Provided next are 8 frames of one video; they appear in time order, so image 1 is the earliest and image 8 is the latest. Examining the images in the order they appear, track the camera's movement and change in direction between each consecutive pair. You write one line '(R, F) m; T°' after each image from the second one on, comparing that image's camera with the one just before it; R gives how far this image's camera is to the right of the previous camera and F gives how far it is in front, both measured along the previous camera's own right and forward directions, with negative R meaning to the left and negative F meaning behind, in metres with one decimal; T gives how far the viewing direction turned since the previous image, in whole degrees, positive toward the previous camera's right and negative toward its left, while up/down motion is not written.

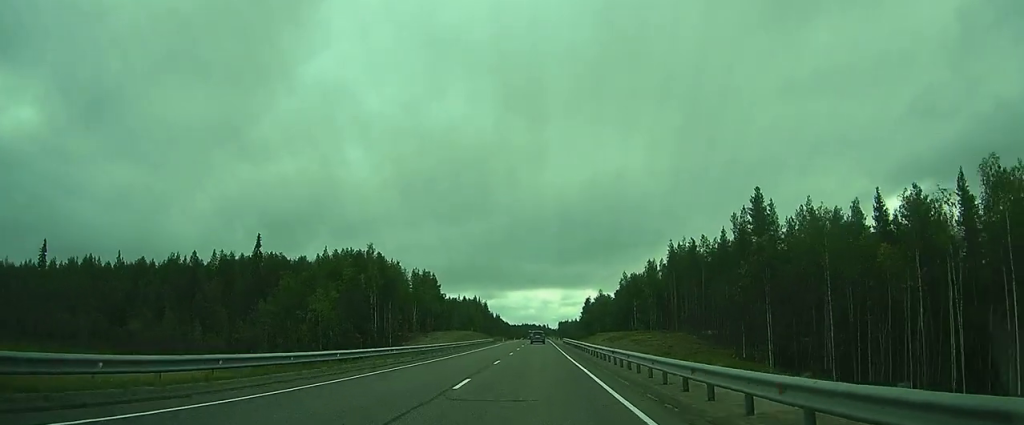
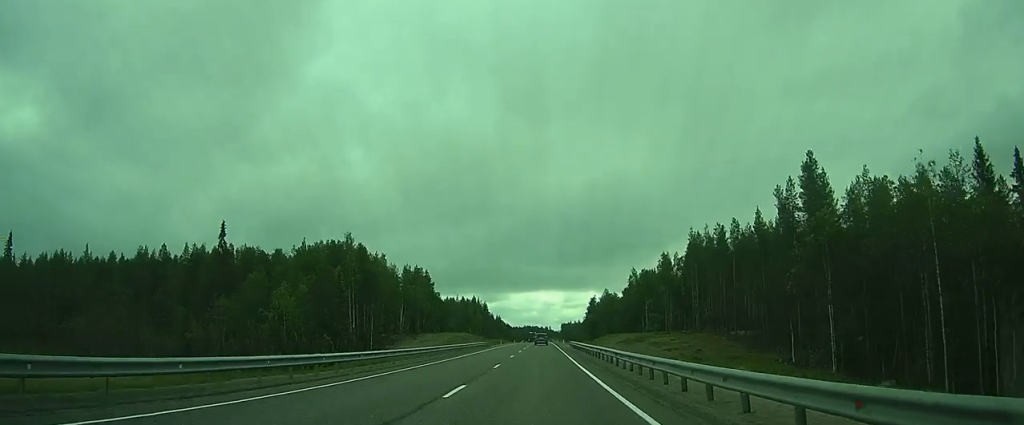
(0.0, +17.1) m; 0°
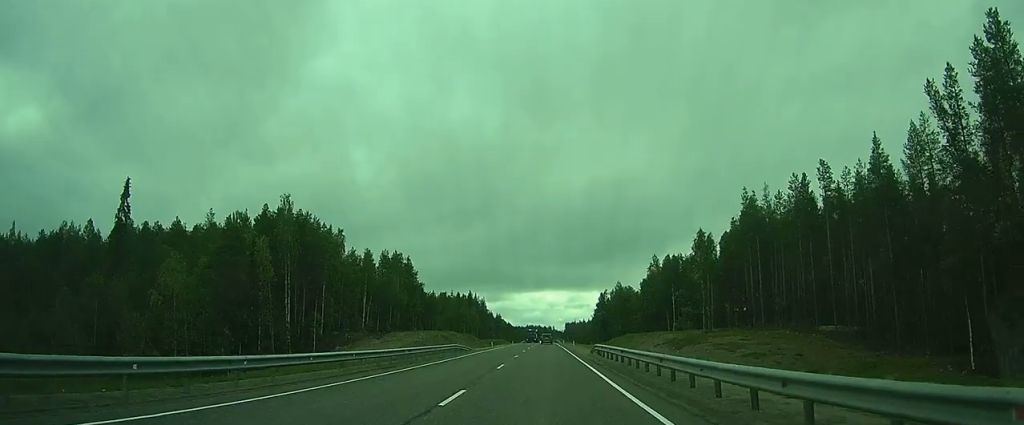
(+0.1, +31.7) m; 0°
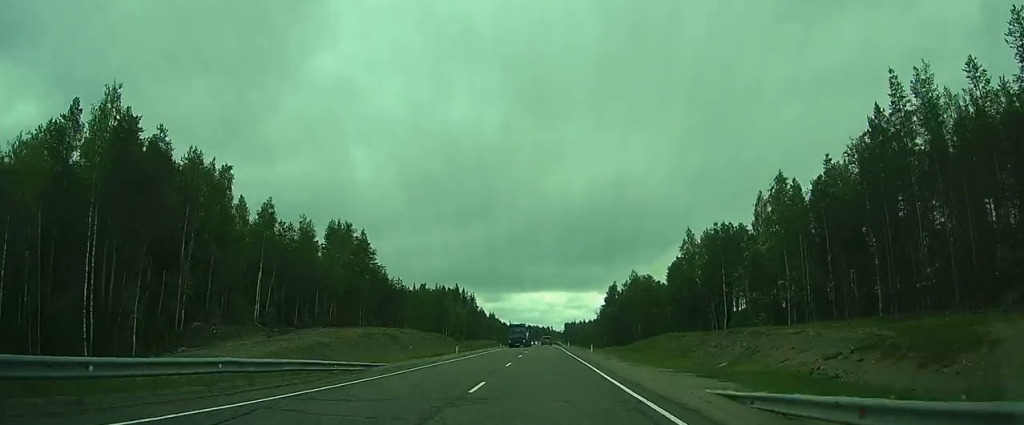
(+0.2, +37.6) m; 0°
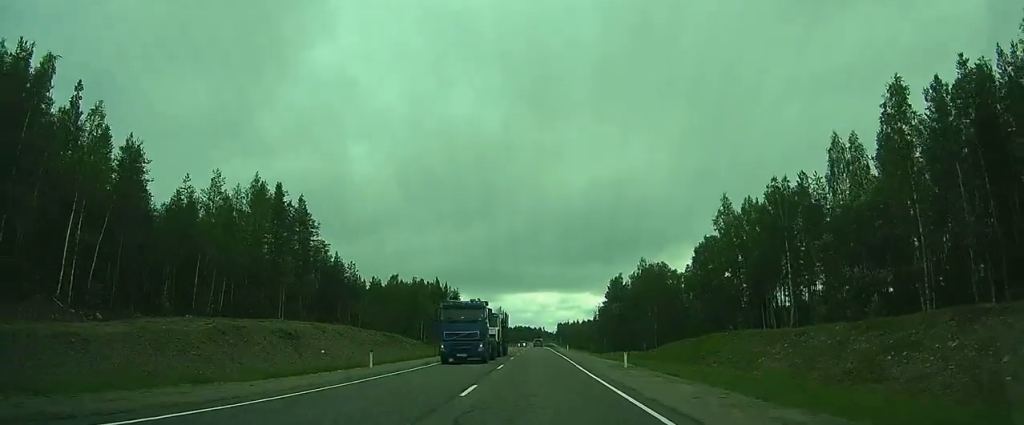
(-0.2, +24.5) m; -1°
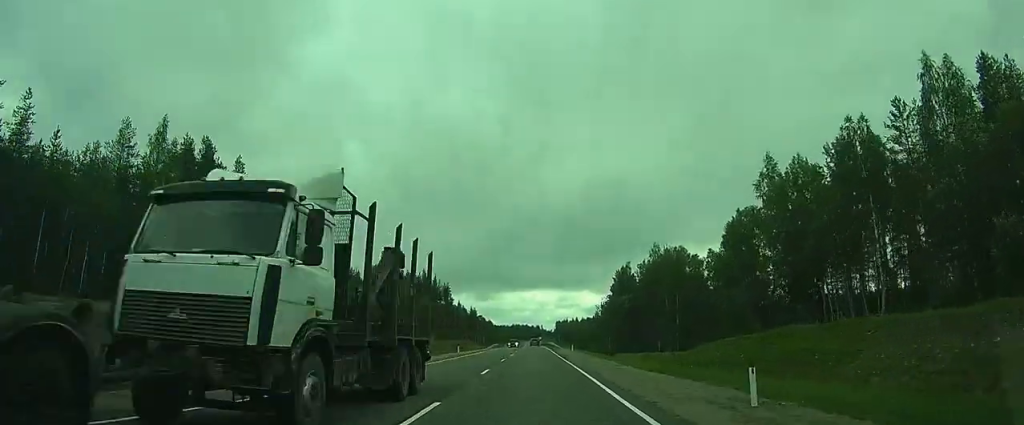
(0.0, +15.7) m; 0°
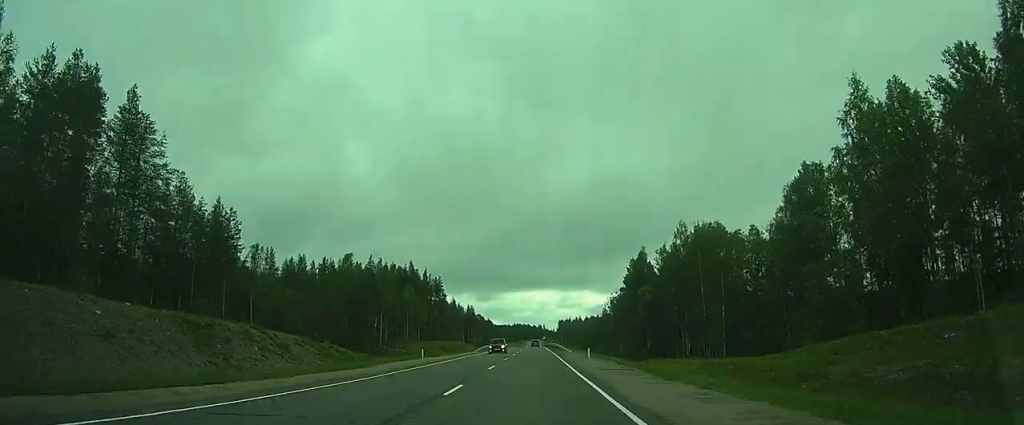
(-0.1, +16.9) m; -1°
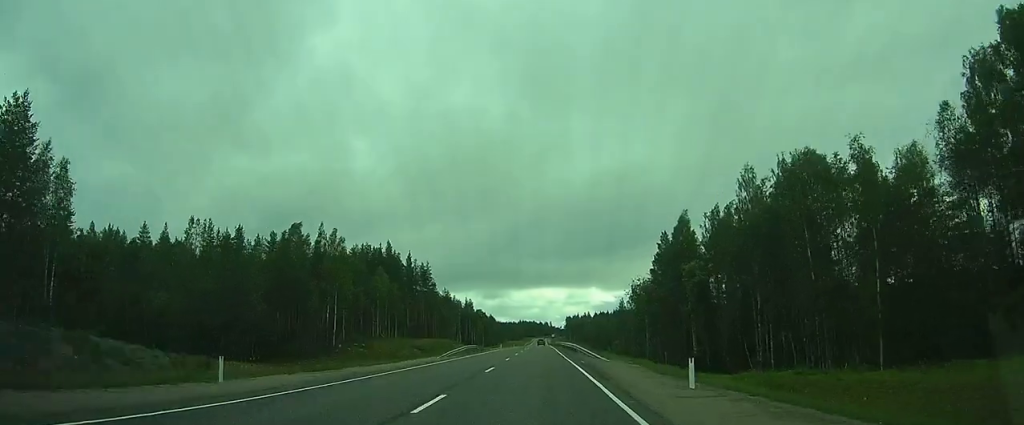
(-0.1, +23.9) m; 0°
